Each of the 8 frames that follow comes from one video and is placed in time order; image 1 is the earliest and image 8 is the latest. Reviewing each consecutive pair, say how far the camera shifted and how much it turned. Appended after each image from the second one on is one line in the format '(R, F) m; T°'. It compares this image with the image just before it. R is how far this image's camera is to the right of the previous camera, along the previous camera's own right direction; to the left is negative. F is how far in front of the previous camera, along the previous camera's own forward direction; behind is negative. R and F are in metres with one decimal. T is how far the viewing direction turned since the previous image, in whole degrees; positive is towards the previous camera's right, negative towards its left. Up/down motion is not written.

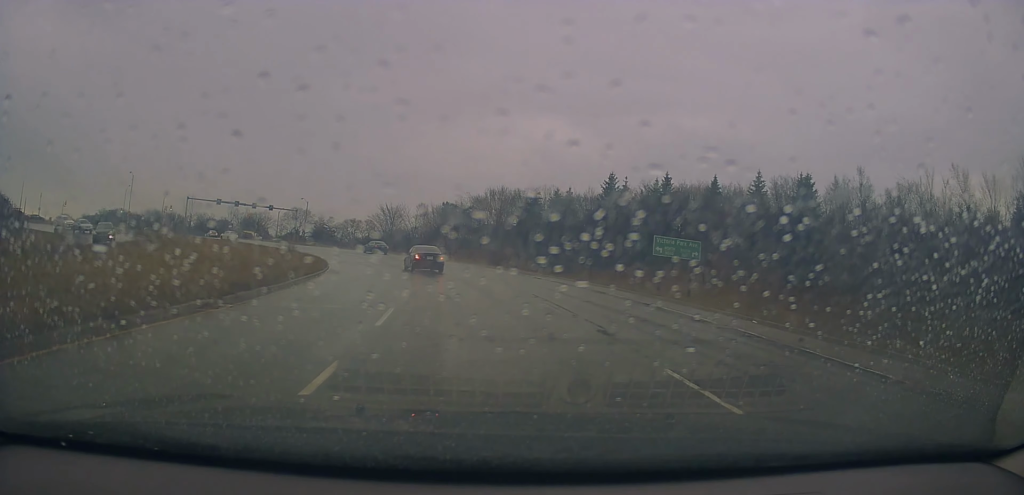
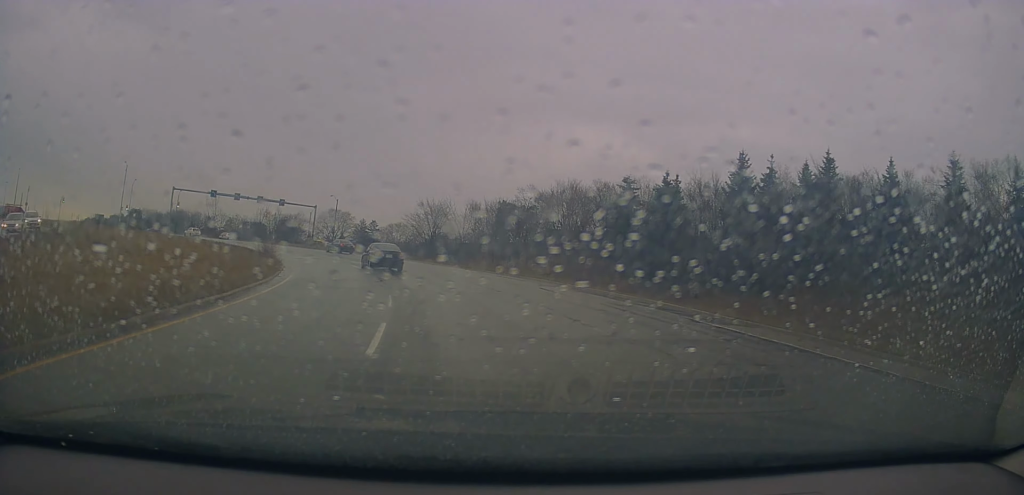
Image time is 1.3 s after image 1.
(-0.2, +20.8) m; -4°
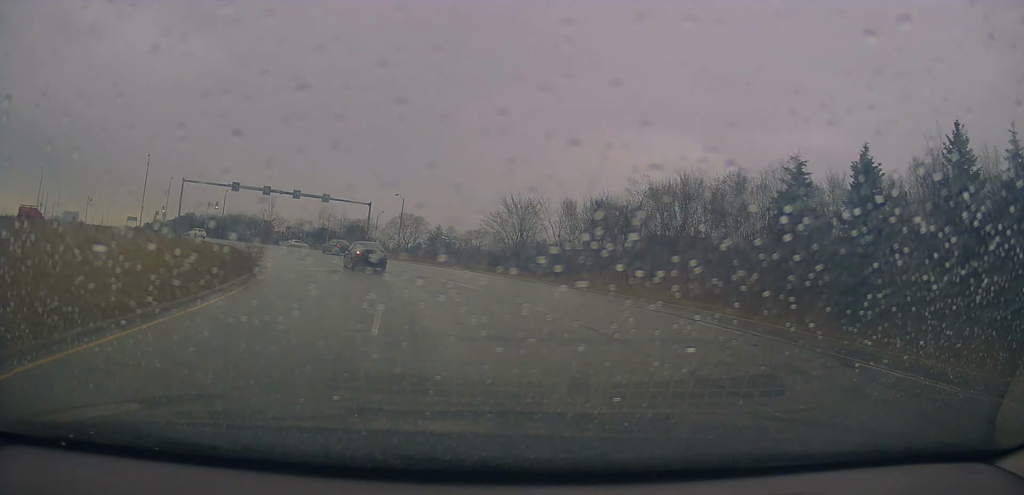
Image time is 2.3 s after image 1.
(-1.0, +16.5) m; -7°
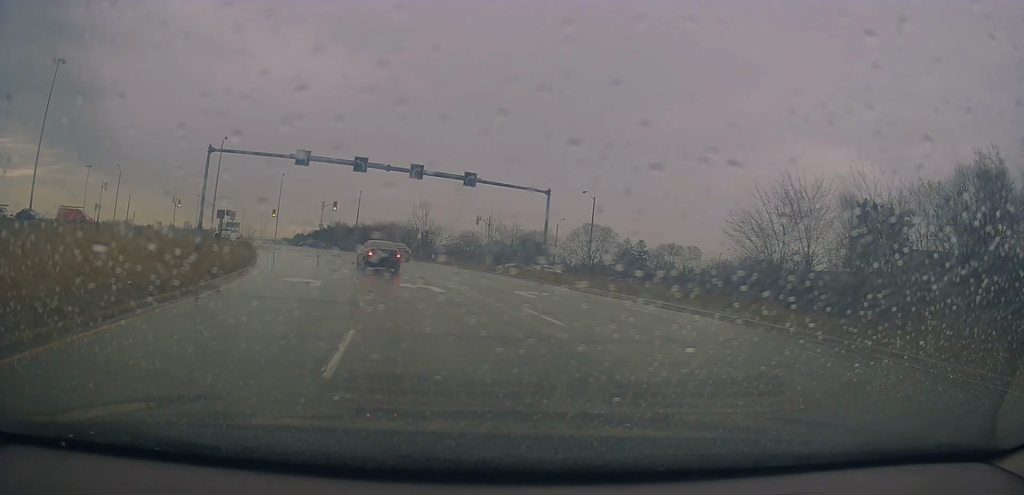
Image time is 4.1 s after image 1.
(-3.3, +26.3) m; -17°
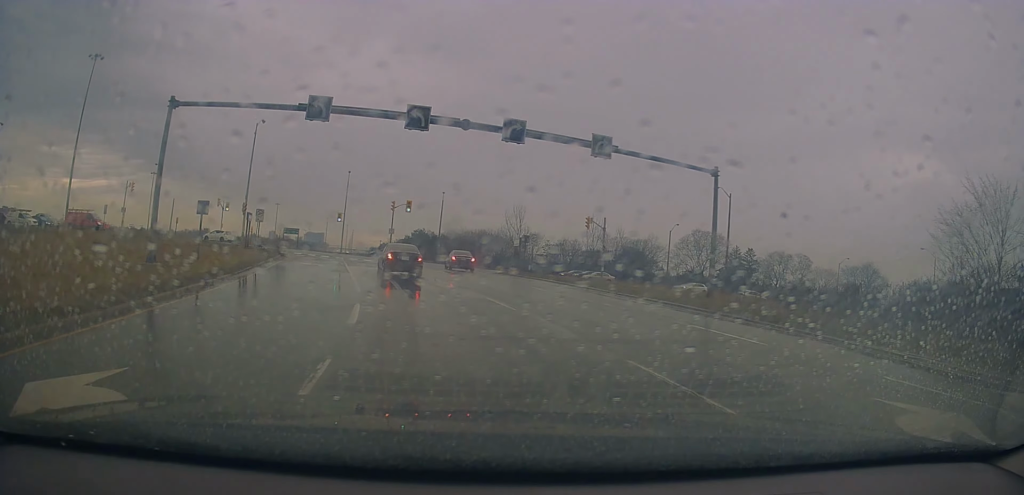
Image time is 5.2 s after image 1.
(-1.5, +14.3) m; -9°
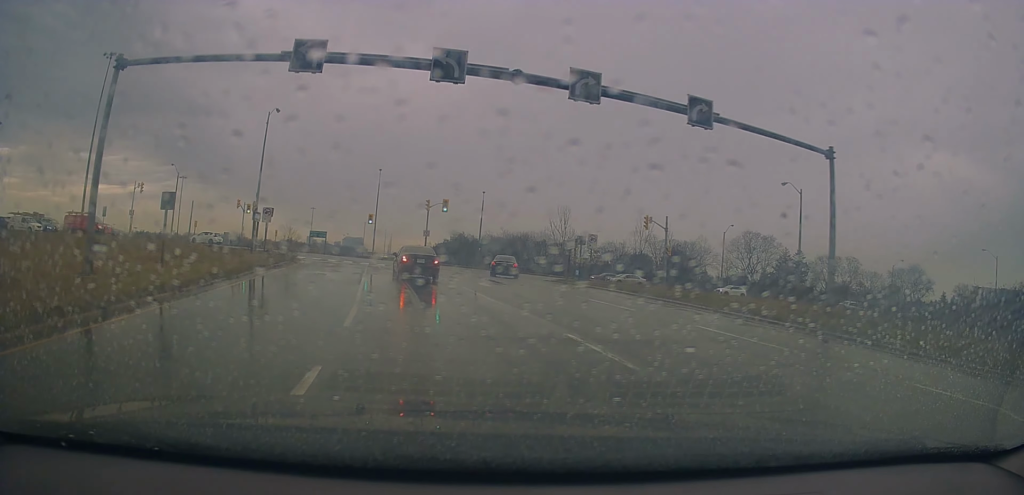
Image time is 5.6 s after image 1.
(-0.2, +6.4) m; -3°
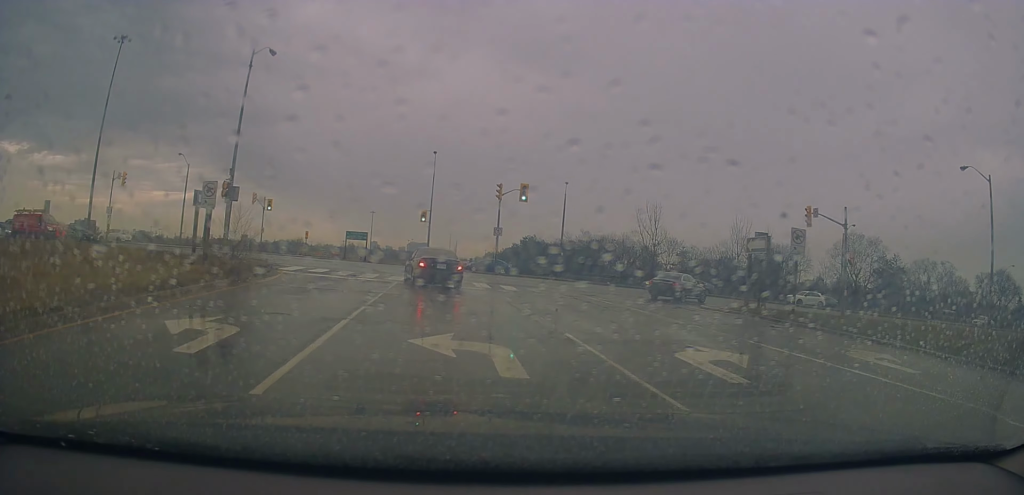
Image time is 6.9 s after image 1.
(-1.4, +16.7) m; -10°
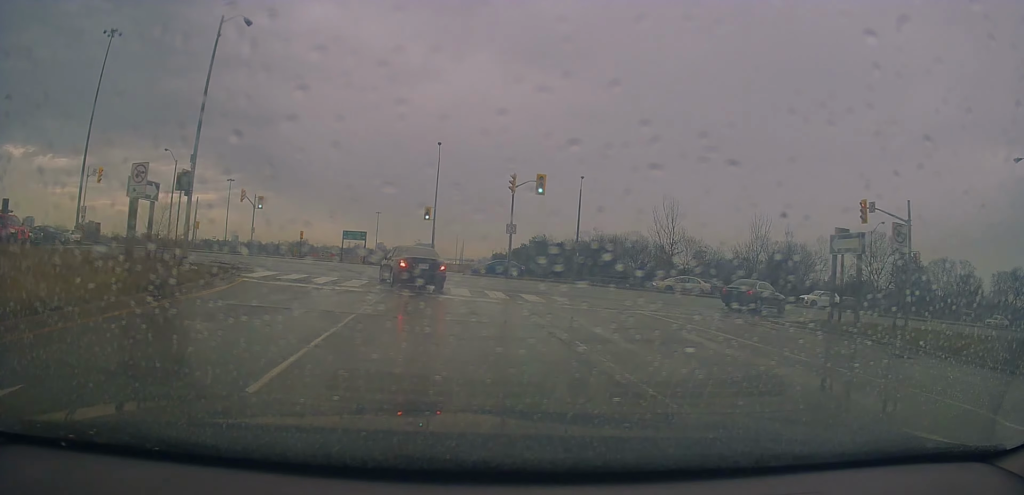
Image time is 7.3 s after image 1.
(-0.3, +5.1) m; -3°
